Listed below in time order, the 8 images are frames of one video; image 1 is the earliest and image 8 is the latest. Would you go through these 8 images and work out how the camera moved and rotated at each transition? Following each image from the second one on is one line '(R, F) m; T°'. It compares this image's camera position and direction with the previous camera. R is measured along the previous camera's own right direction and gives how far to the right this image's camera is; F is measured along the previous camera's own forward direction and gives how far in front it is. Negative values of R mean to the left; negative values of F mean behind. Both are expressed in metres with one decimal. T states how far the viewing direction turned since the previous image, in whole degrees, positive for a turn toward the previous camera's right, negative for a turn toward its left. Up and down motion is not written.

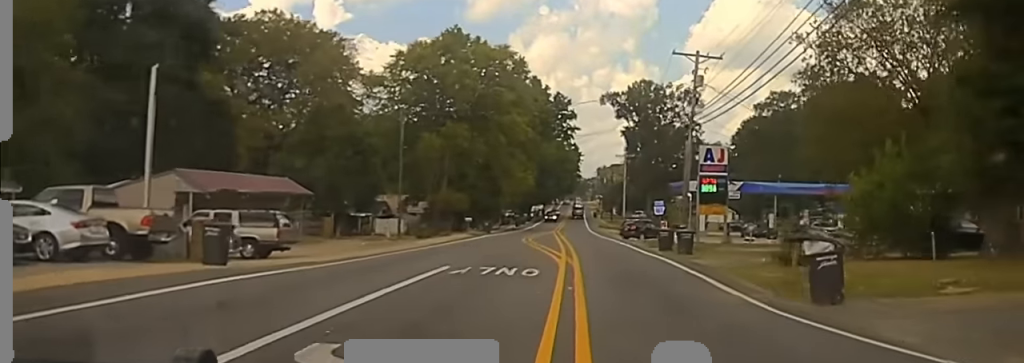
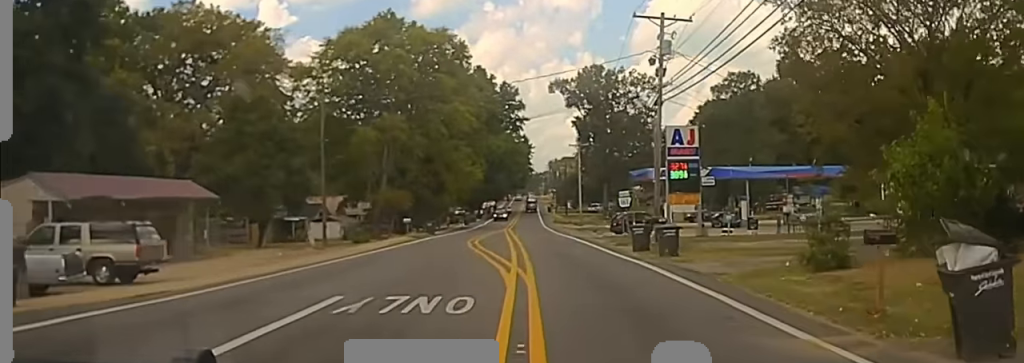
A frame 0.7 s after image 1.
(0.0, +5.4) m; 0°
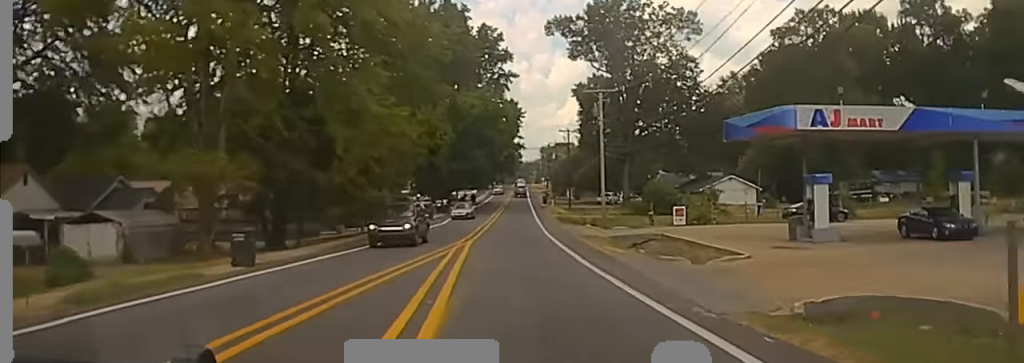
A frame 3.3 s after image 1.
(0.0, +33.4) m; 0°
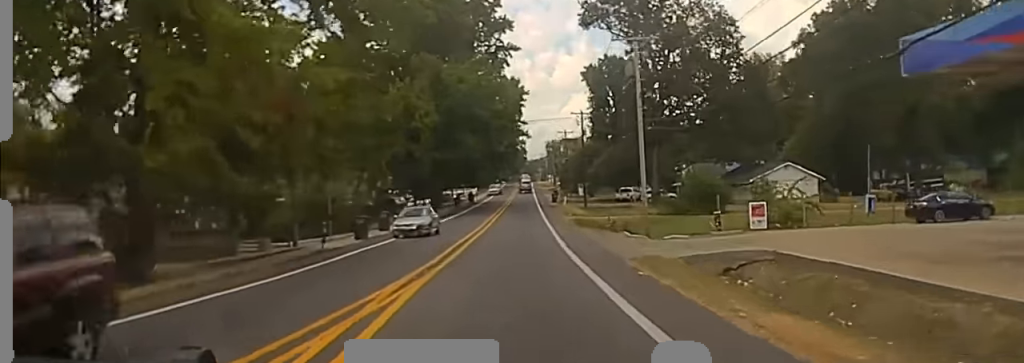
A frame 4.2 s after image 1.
(+0.1, +15.3) m; +3°
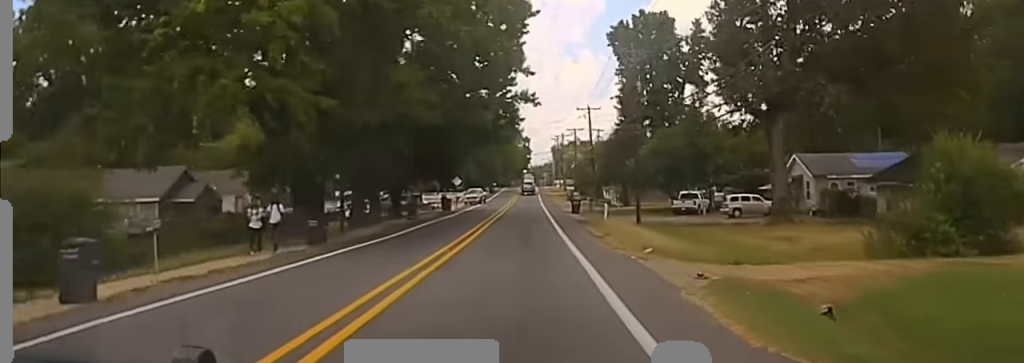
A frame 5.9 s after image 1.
(+3.0, +37.1) m; +6°
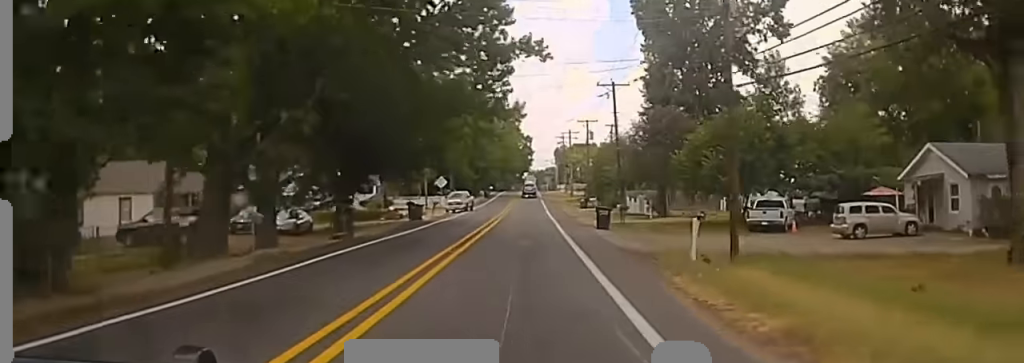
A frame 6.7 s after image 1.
(-0.4, +20.4) m; 0°
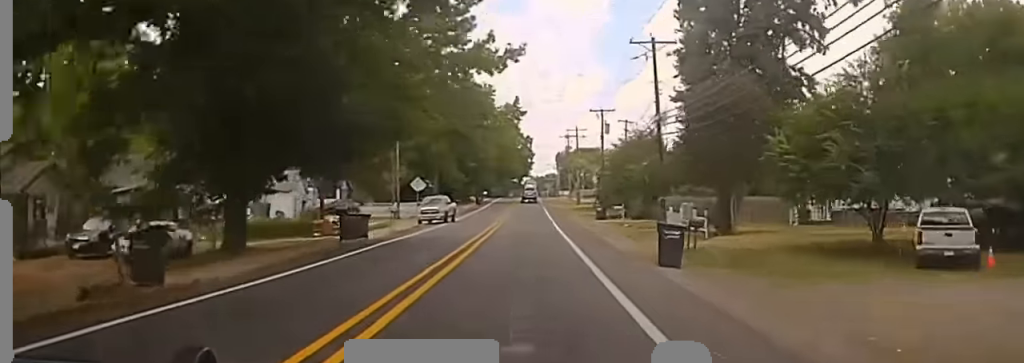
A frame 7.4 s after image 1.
(+0.2, +18.4) m; 0°
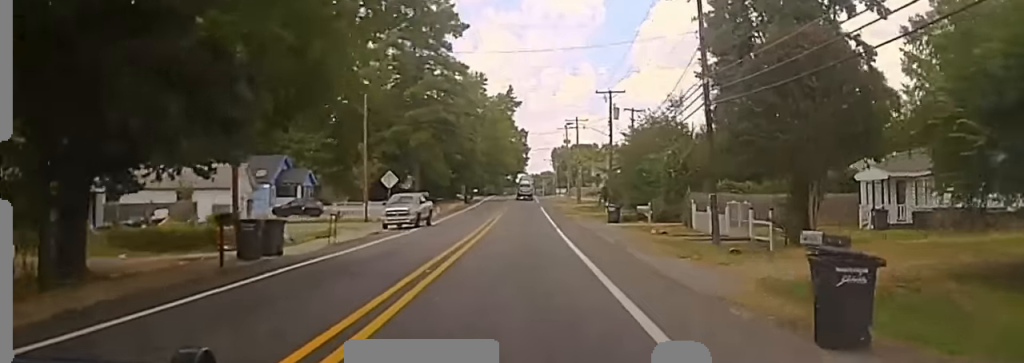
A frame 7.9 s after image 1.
(+0.1, +12.4) m; 0°
